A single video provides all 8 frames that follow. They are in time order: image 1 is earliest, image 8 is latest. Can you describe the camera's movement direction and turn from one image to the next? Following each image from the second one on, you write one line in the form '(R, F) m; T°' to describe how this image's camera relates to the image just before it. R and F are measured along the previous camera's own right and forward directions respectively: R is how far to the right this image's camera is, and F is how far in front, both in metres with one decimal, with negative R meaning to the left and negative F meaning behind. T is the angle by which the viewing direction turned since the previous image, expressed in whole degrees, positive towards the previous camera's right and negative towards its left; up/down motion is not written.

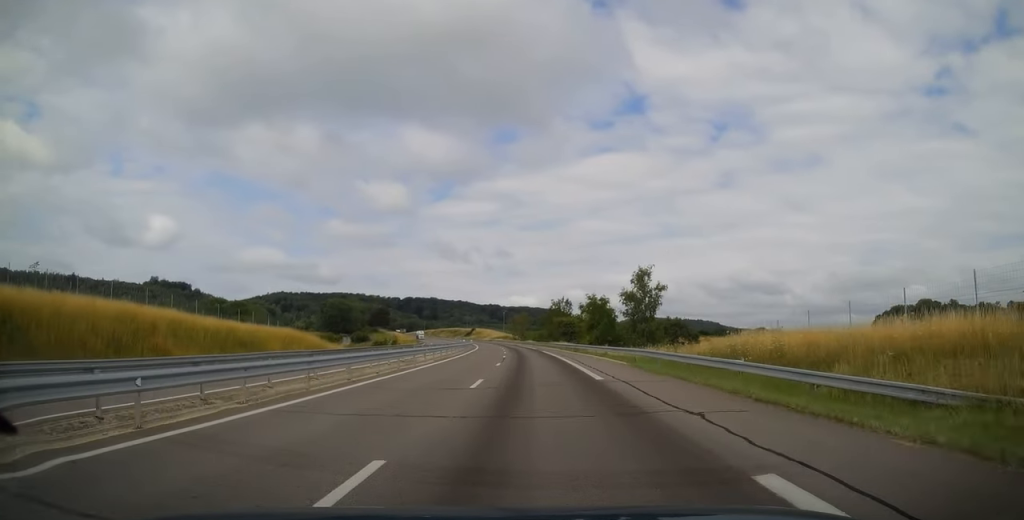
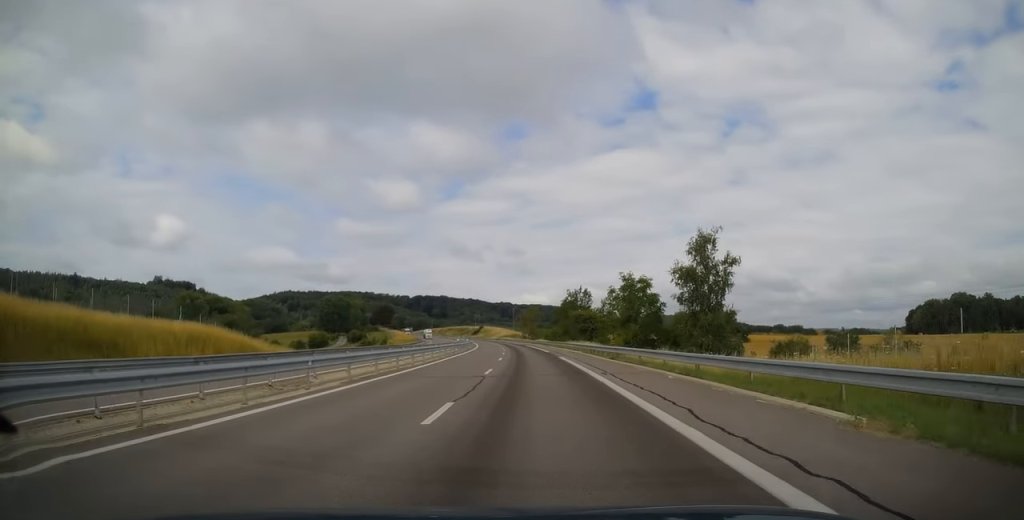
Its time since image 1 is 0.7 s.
(-0.2, +20.0) m; -1°
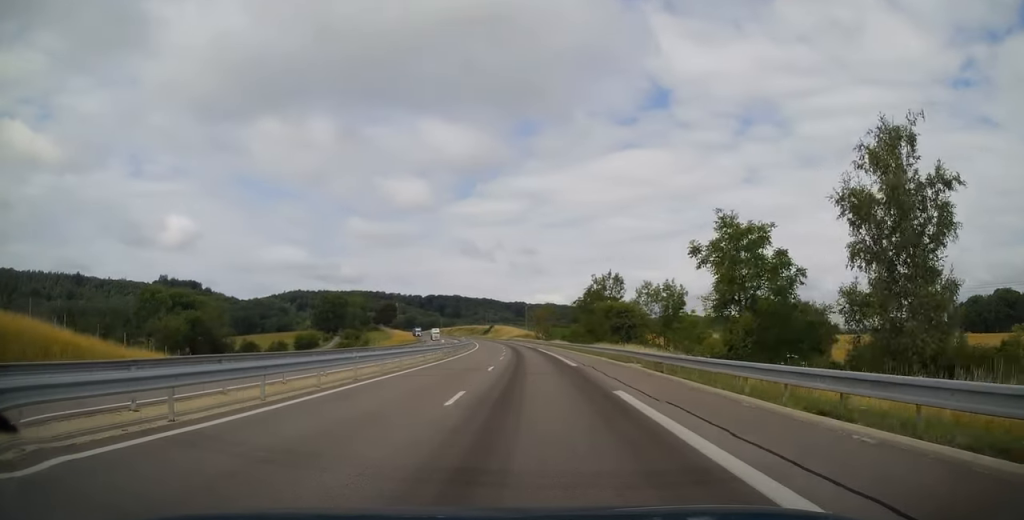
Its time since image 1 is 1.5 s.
(-0.2, +23.0) m; -1°
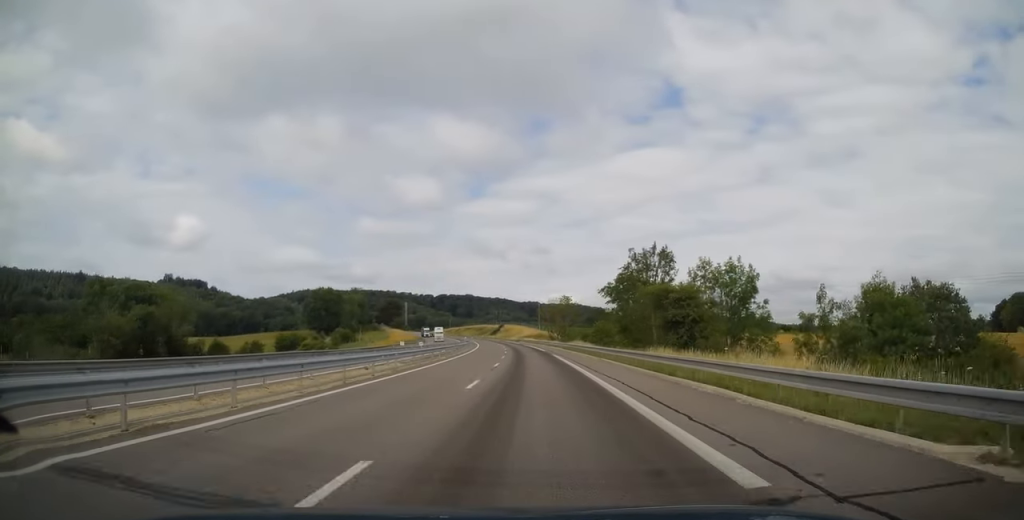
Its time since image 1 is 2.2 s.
(-0.2, +21.5) m; -1°
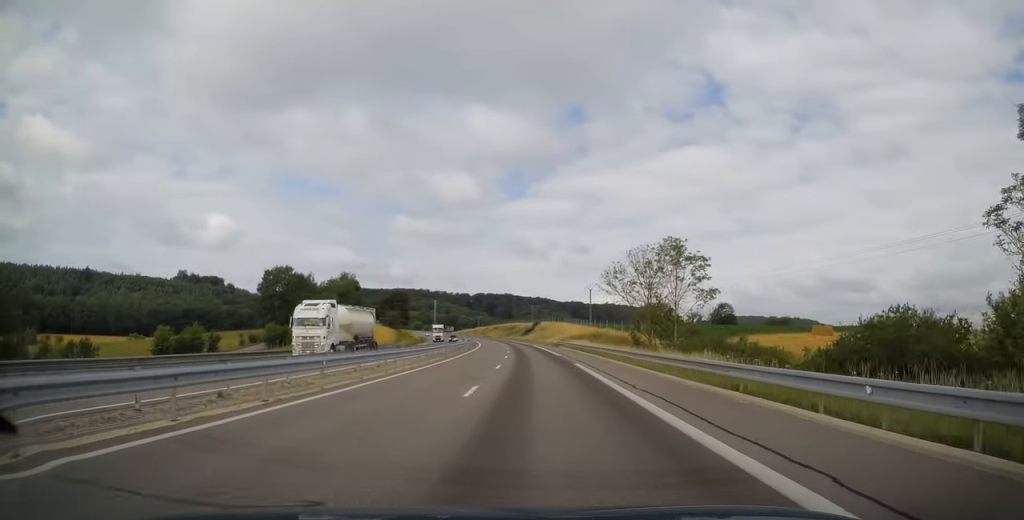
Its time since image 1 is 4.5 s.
(-2.3, +66.9) m; -3°
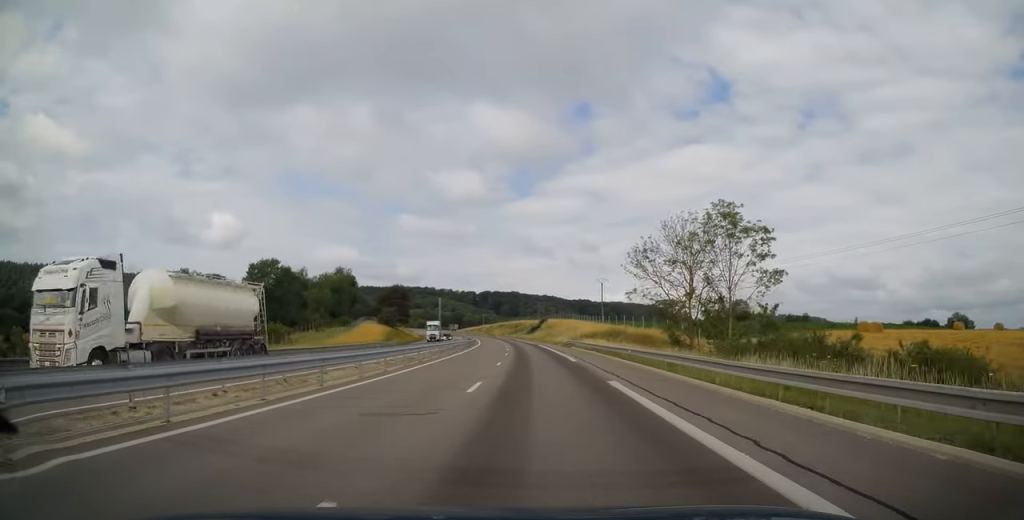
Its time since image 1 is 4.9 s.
(+0.1, +12.2) m; -1°
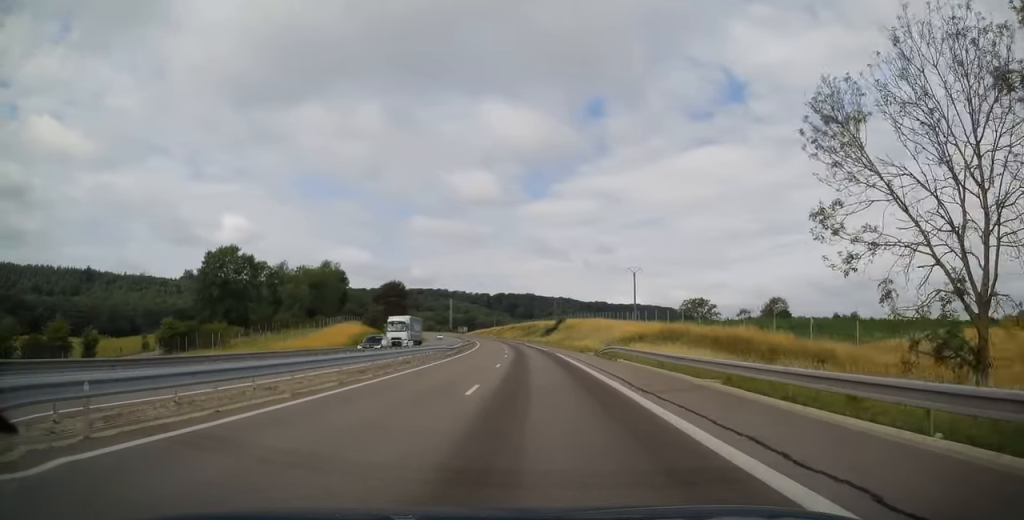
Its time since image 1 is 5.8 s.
(-0.4, +26.4) m; -2°
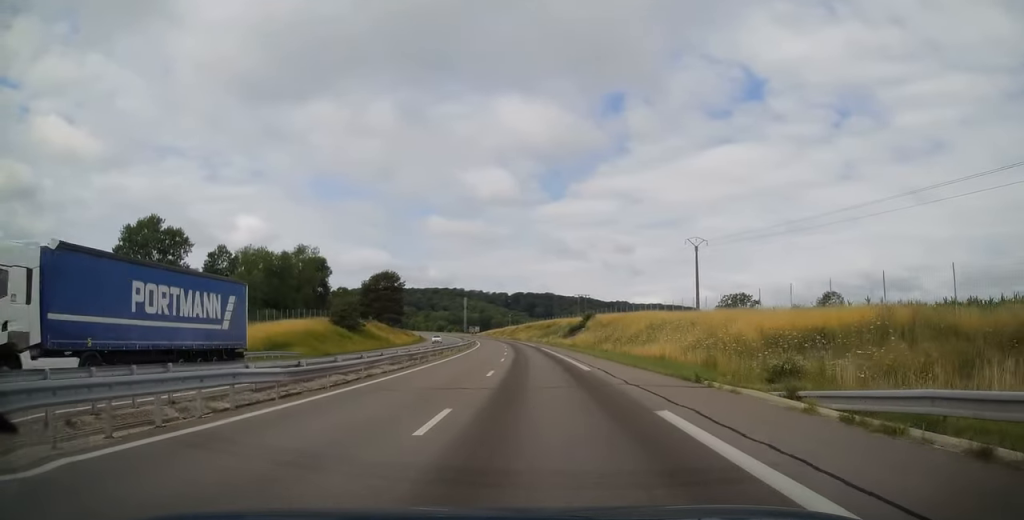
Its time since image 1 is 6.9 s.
(-0.8, +31.7) m; -2°
